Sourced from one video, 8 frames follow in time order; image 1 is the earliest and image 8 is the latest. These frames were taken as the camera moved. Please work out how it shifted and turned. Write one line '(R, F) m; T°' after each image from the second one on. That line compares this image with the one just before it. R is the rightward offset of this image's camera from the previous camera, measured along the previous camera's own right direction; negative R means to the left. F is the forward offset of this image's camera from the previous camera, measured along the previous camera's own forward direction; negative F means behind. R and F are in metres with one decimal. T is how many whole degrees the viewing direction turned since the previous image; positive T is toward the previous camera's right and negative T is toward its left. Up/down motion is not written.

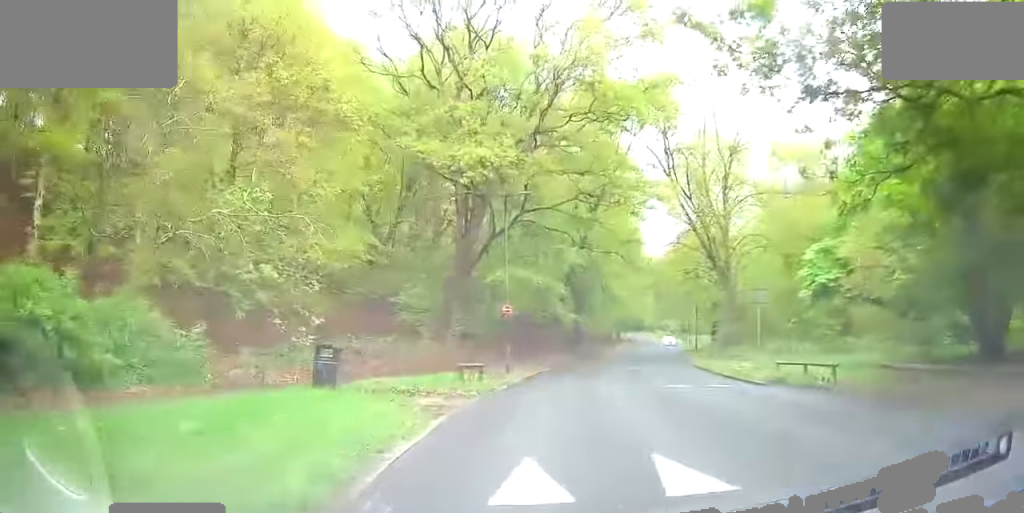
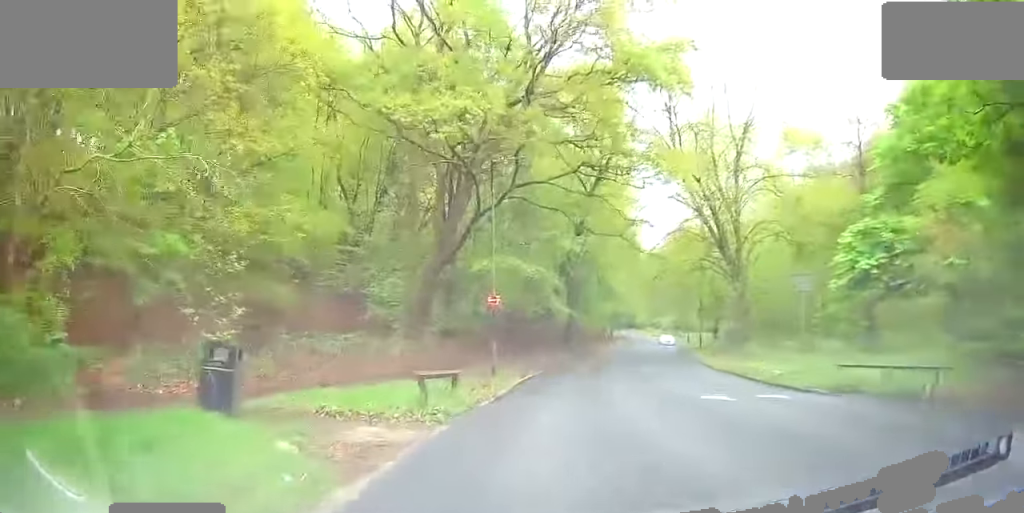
(0.0, +6.0) m; -2°
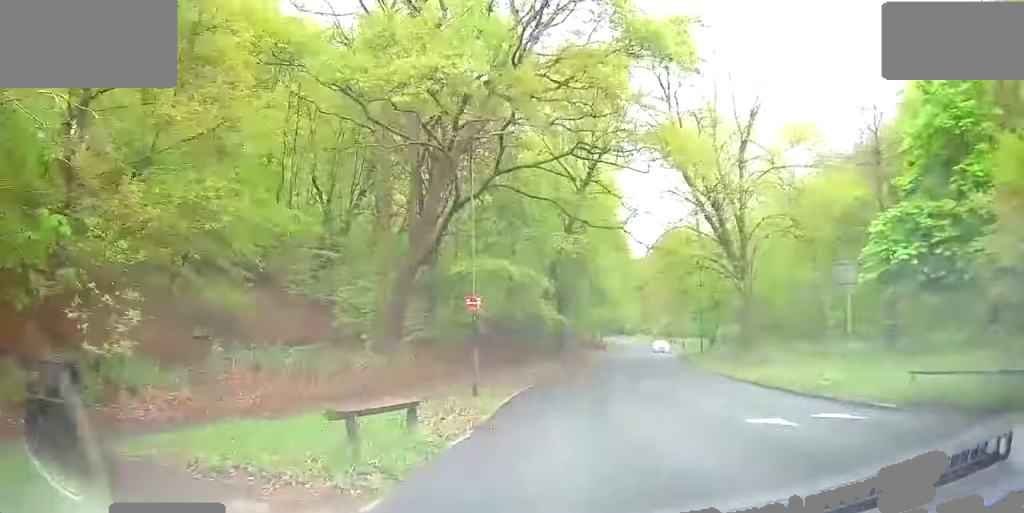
(+0.2, +4.8) m; -4°
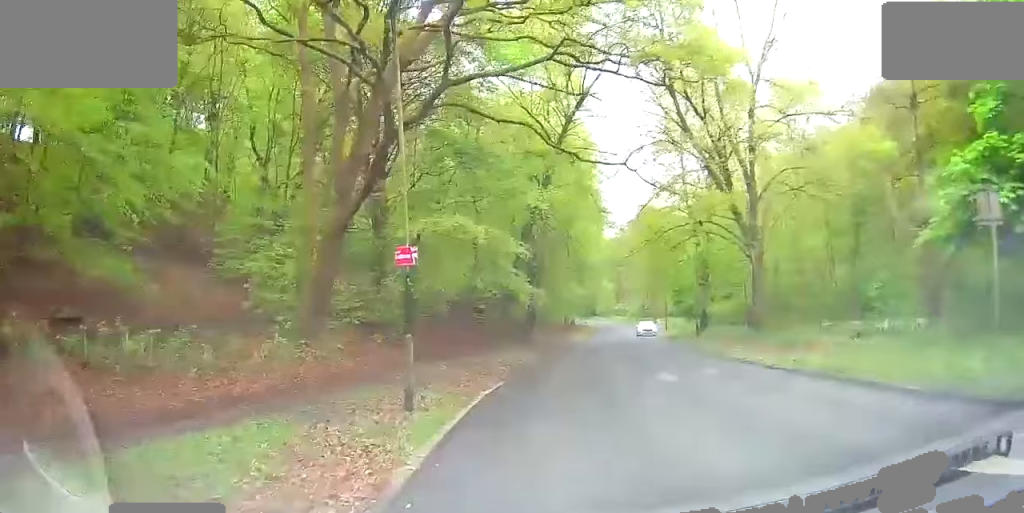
(-0.7, +9.1) m; -3°
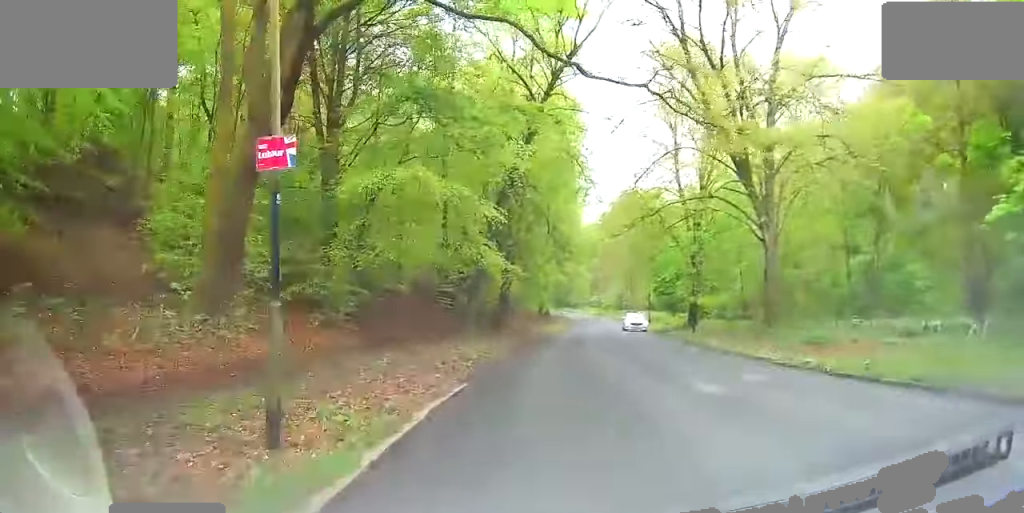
(-0.5, +6.8) m; +3°
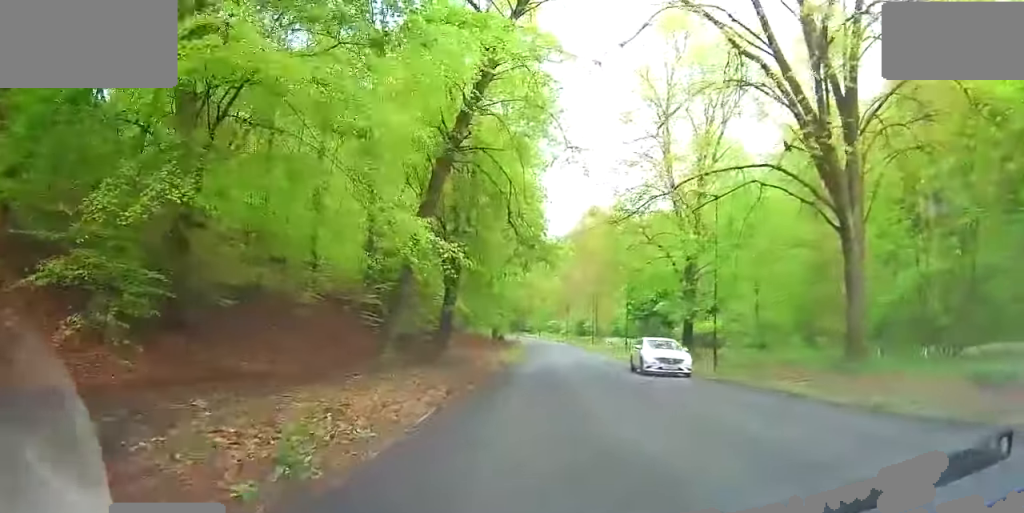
(+3.0, +11.7) m; +18°
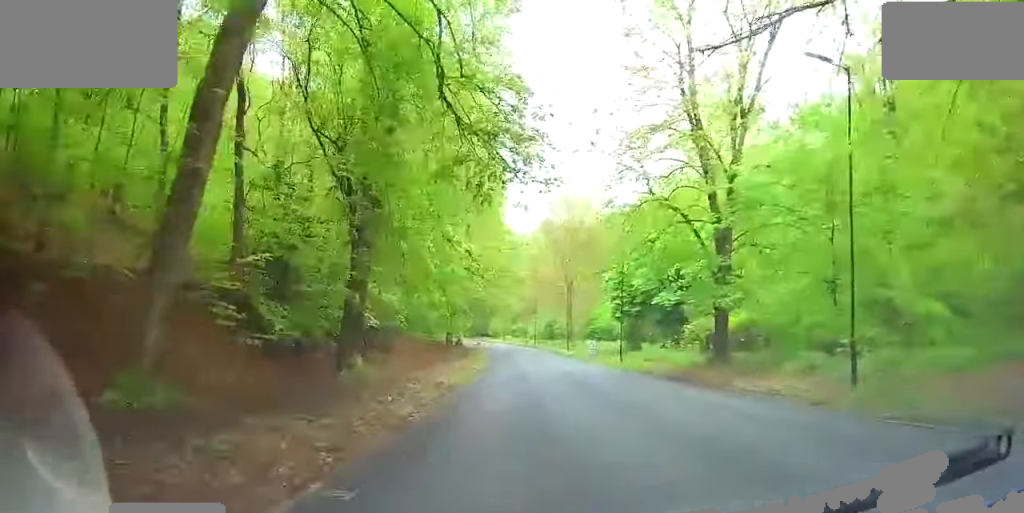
(+0.4, +14.0) m; +1°
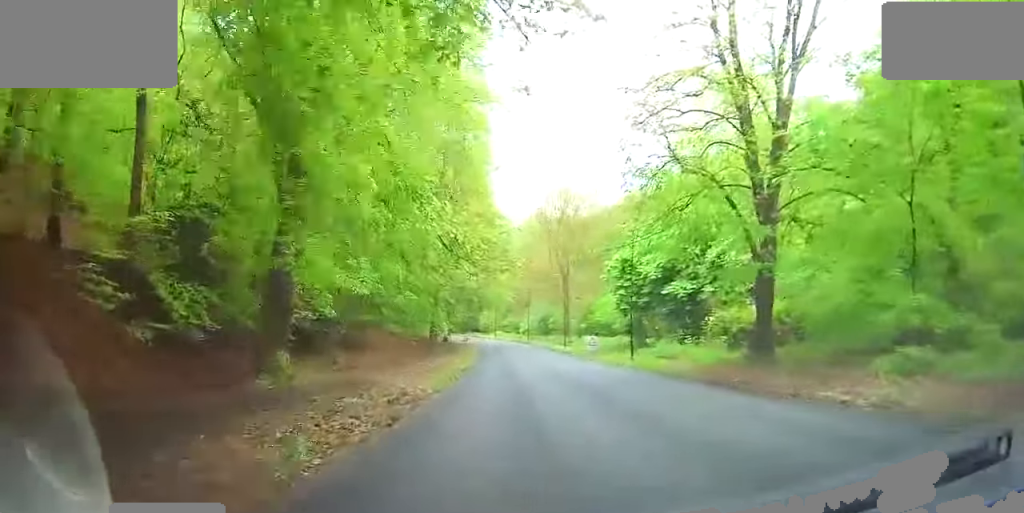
(0.0, +6.0) m; -3°
